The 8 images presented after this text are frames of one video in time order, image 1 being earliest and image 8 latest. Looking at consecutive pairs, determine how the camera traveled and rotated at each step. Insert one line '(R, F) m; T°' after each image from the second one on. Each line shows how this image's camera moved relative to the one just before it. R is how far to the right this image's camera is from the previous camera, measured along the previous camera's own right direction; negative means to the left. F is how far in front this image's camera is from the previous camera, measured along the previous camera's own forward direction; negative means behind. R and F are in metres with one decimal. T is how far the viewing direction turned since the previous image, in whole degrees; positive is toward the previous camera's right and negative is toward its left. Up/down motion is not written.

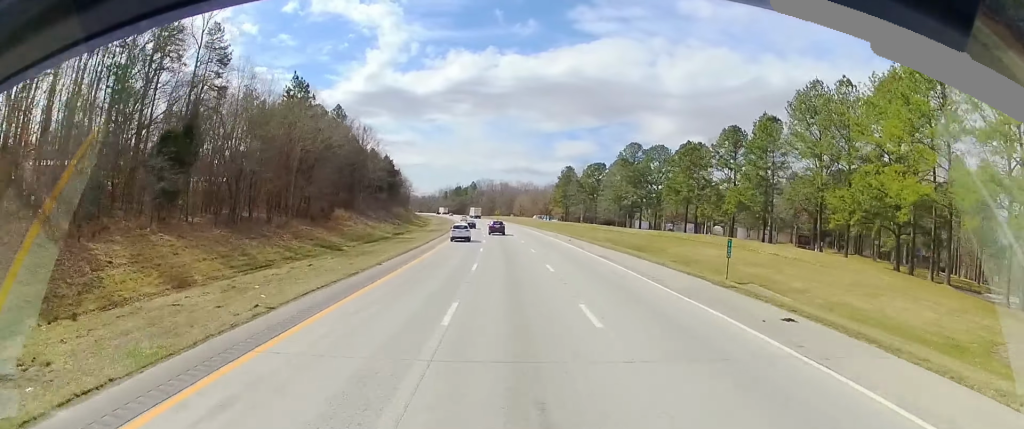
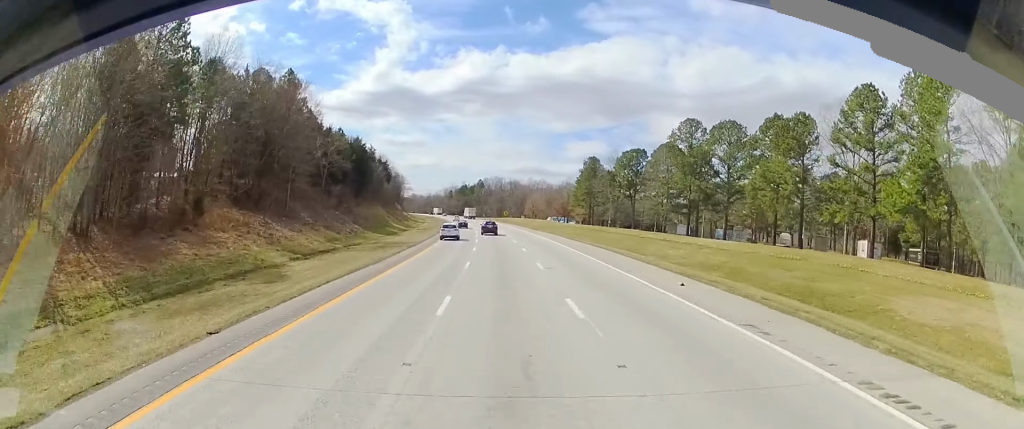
(-0.4, +35.6) m; -1°
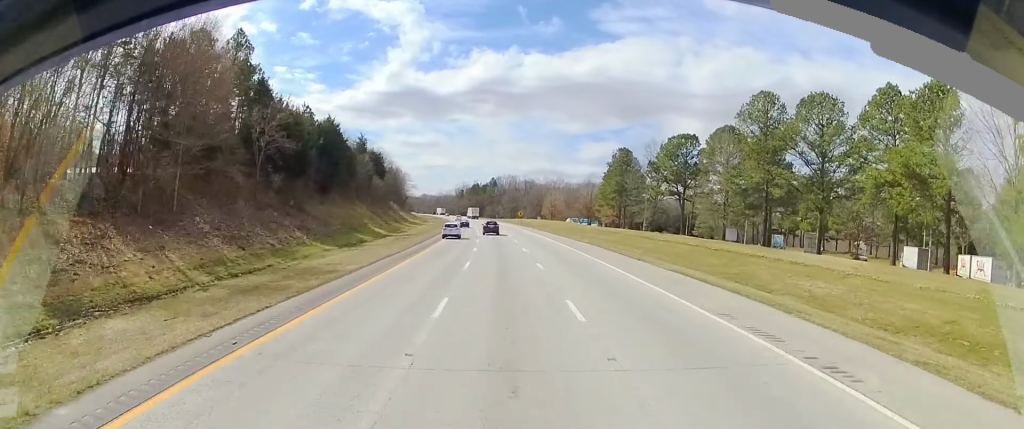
(-0.2, +24.8) m; -1°
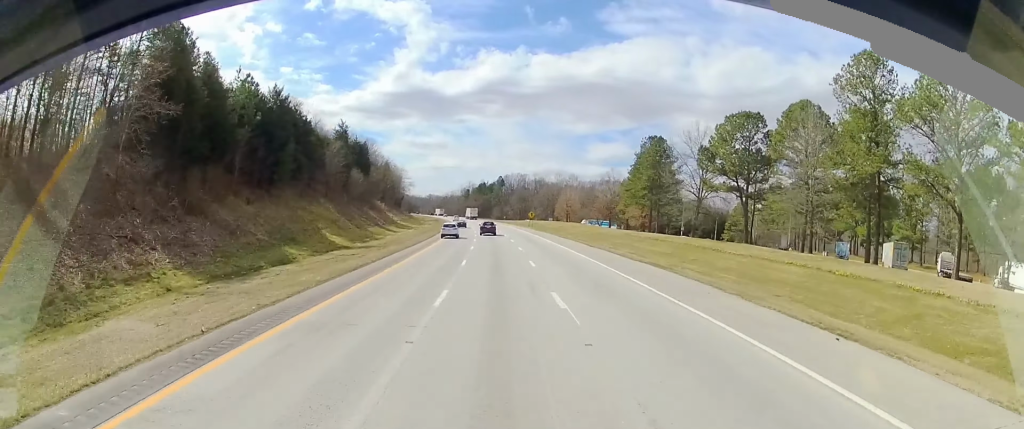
(-0.3, +22.7) m; -1°
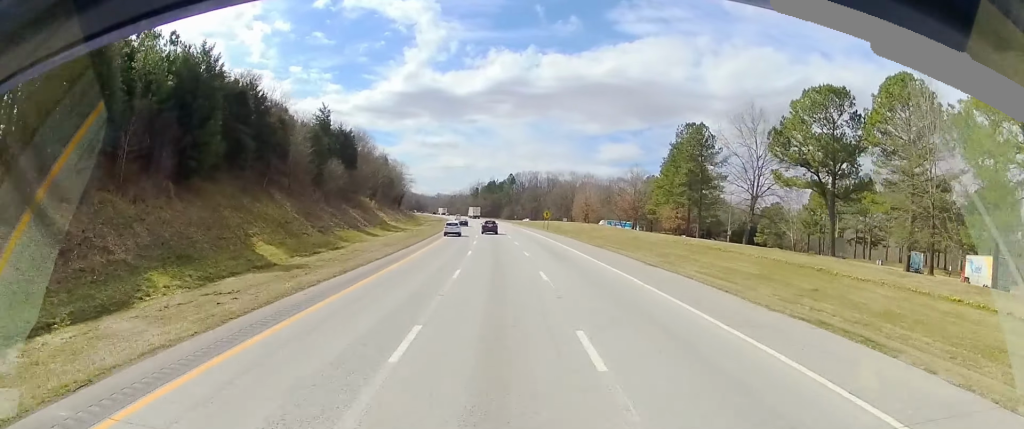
(-0.2, +18.4) m; -1°
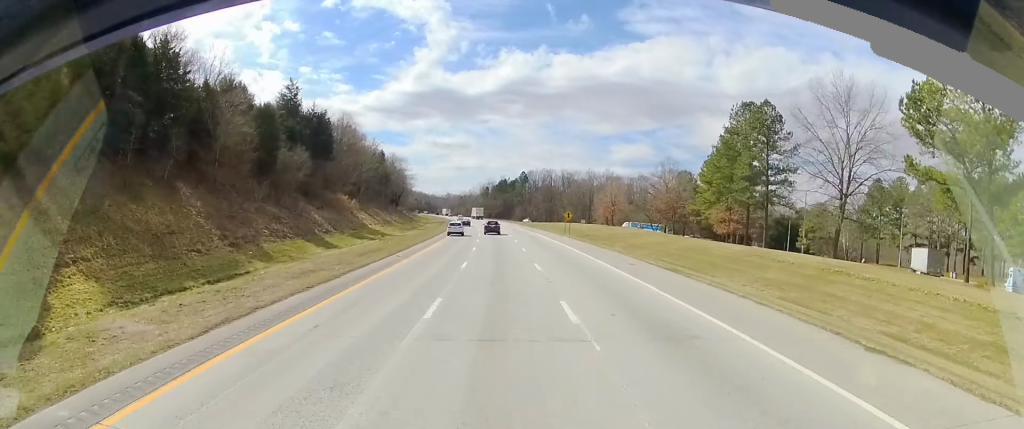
(-0.1, +20.6) m; -1°
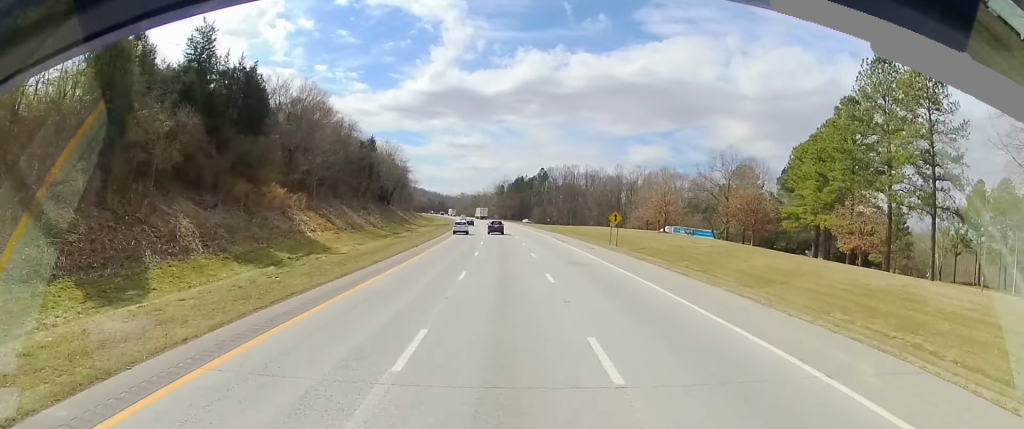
(-0.3, +29.4) m; -1°
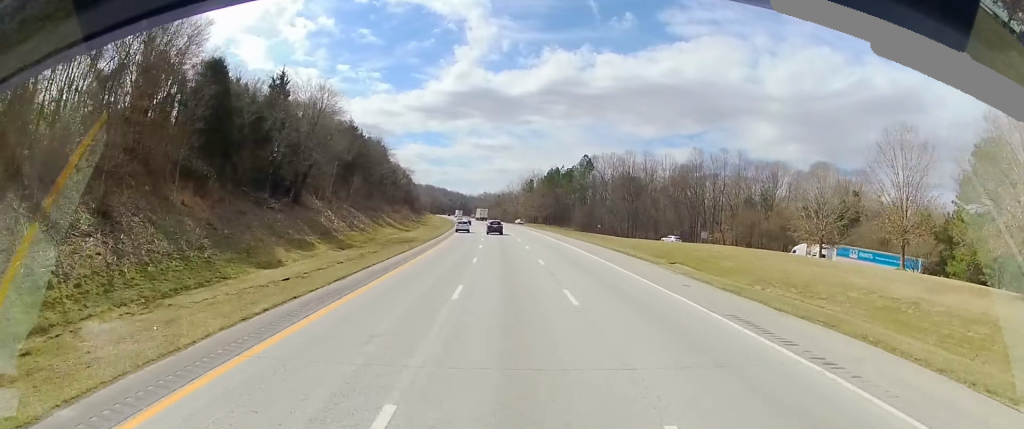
(-0.9, +66.3) m; -2°
